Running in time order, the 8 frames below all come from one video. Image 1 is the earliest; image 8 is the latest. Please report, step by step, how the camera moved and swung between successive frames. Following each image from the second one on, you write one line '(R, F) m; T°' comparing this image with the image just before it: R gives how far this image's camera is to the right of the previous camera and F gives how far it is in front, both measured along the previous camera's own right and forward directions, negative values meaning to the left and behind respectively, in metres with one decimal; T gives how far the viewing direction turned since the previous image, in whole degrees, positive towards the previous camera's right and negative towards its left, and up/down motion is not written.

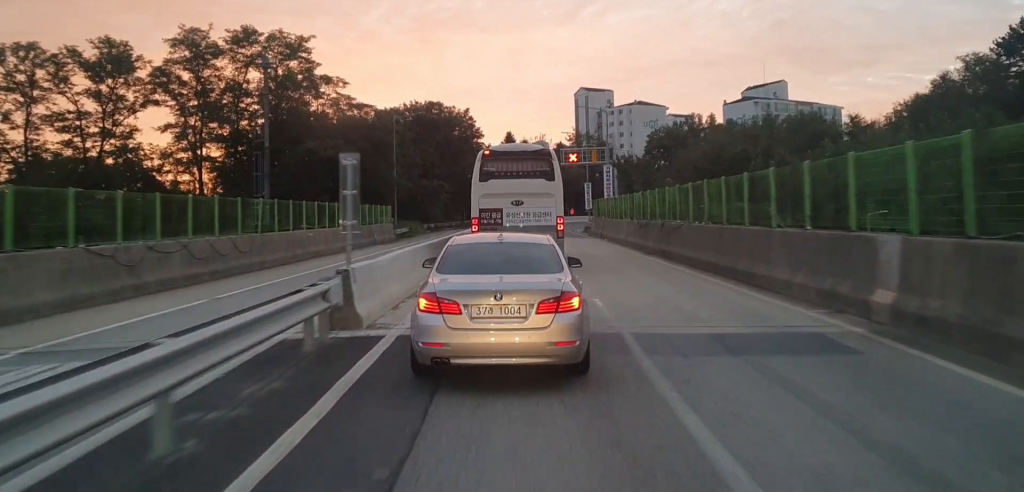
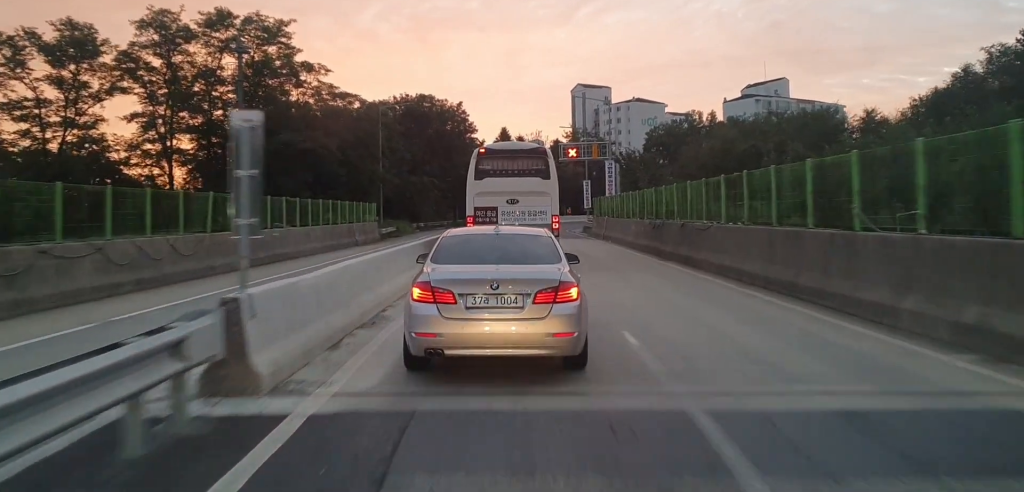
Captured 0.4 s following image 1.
(-0.1, +4.5) m; 0°
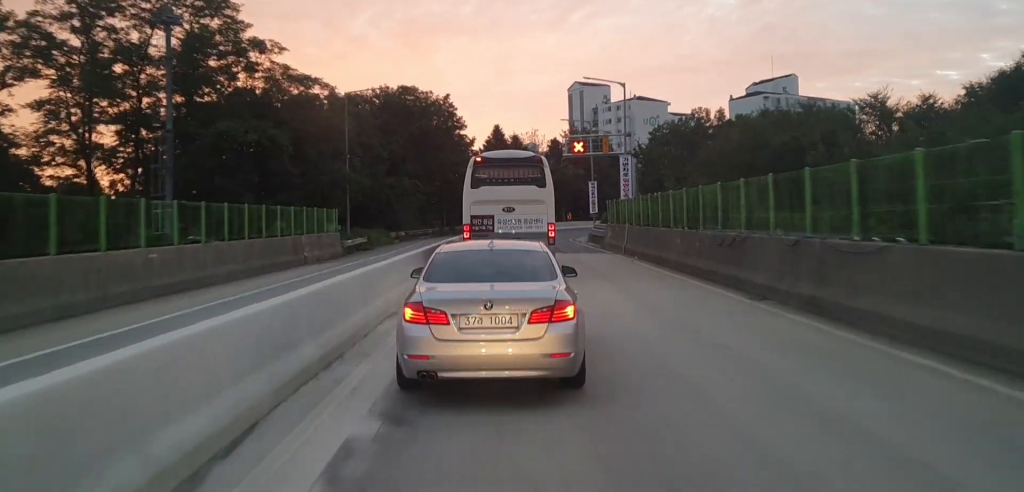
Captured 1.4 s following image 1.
(+0.4, +10.7) m; 0°
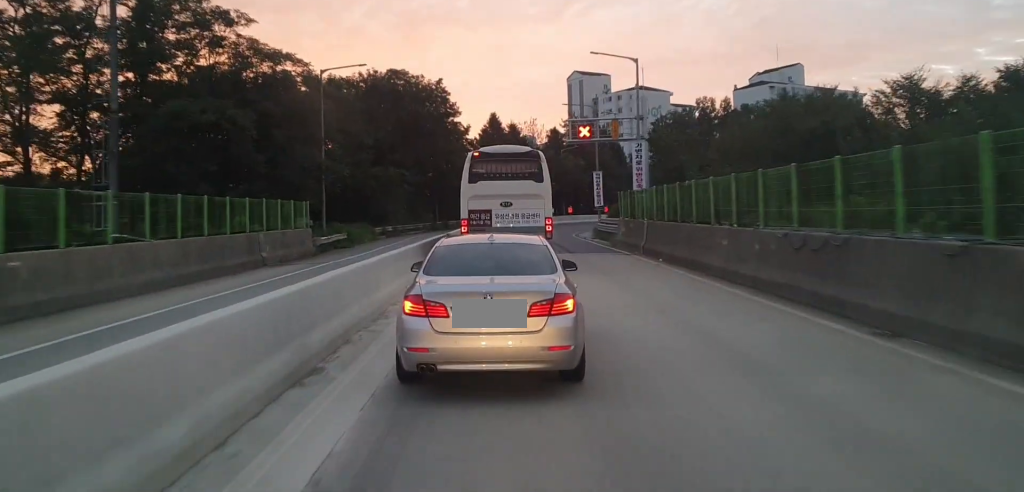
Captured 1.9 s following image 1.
(-0.3, +5.8) m; 0°
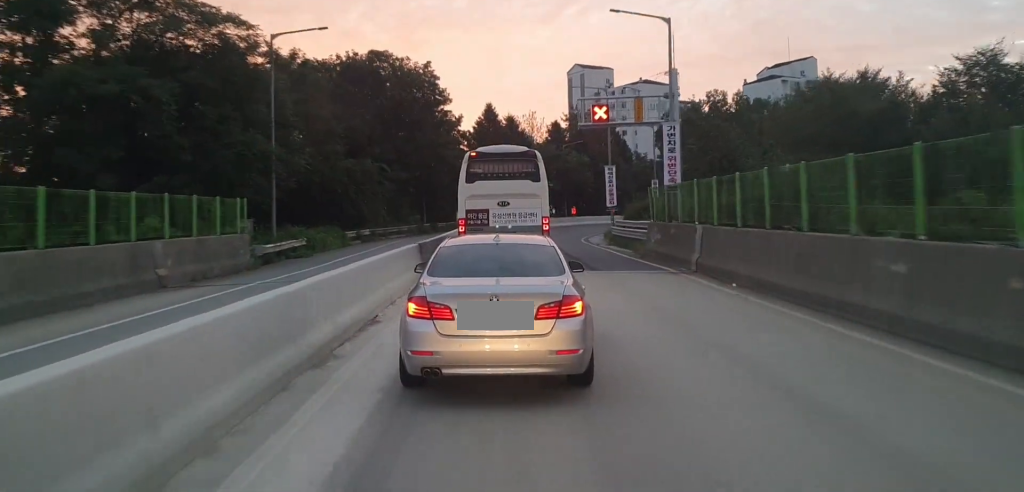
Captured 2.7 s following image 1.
(0.0, +8.9) m; 0°
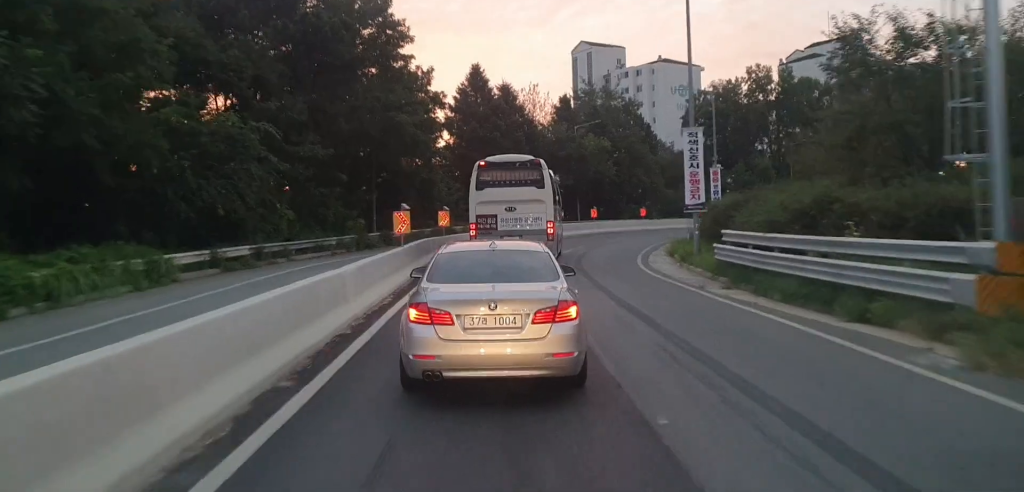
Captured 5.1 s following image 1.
(+0.3, +24.3) m; 0°
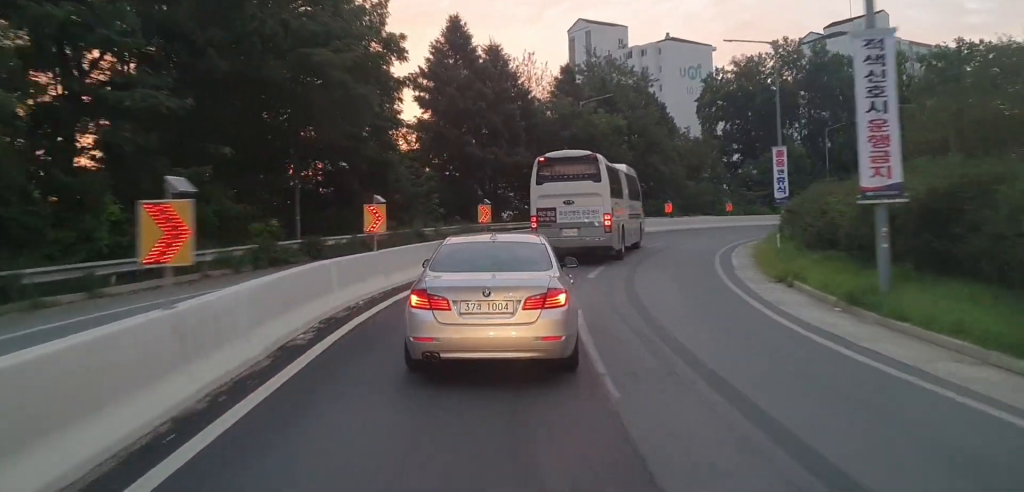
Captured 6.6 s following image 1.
(-0.3, +14.6) m; +2°
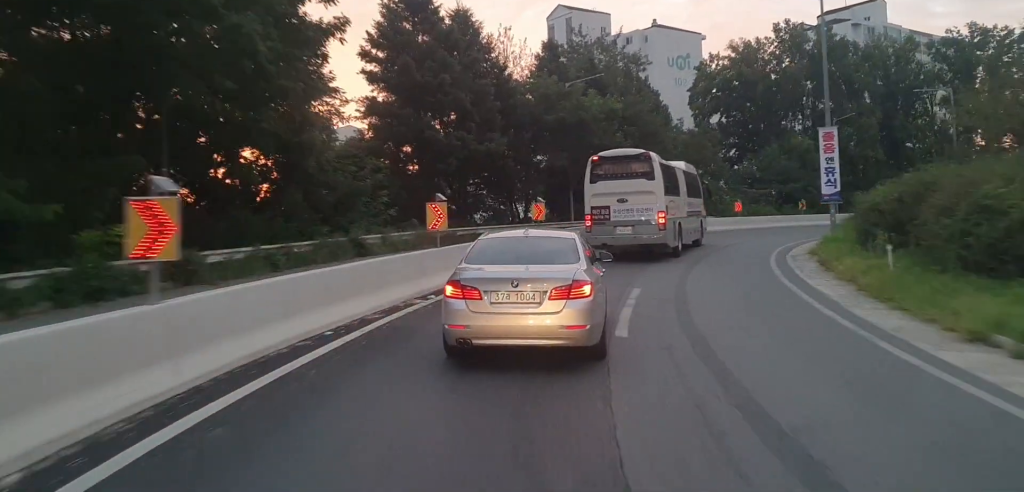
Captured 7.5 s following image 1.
(+0.5, +9.4) m; +5°
